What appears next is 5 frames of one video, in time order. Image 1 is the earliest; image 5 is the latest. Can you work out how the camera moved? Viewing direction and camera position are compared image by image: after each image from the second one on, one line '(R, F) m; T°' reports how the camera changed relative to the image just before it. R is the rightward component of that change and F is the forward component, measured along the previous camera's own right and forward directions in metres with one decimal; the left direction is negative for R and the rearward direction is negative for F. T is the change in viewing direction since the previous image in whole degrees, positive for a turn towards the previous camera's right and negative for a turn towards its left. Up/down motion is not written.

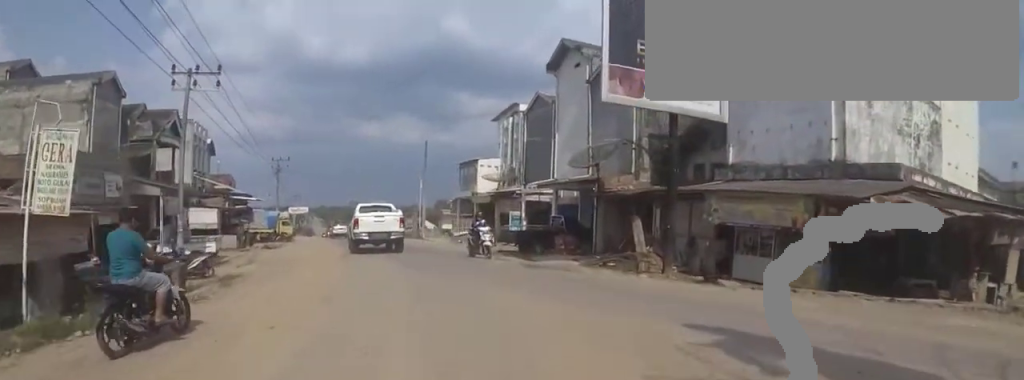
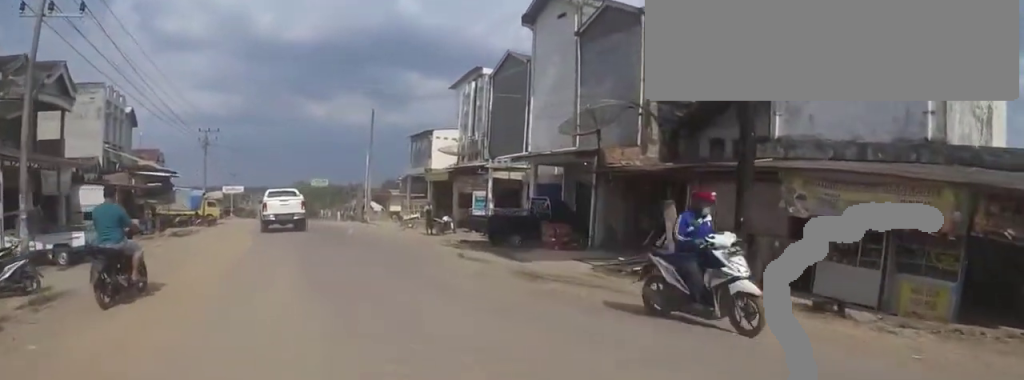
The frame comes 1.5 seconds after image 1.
(0.0, +7.7) m; 0°
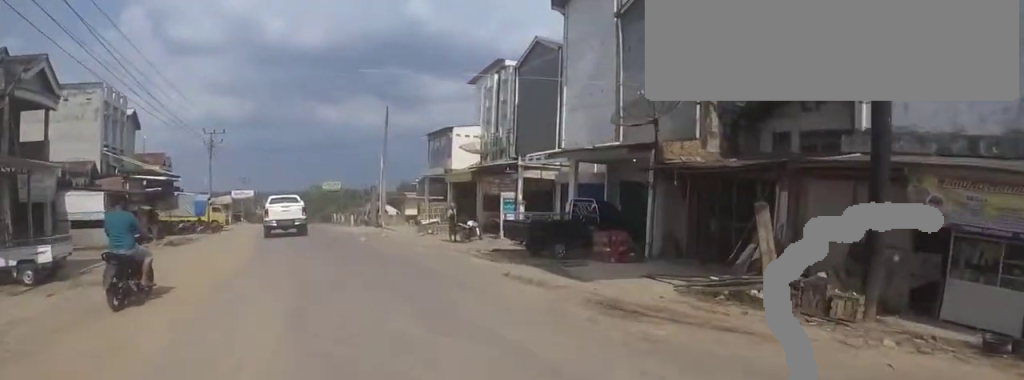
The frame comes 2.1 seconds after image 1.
(0.0, +3.3) m; -2°
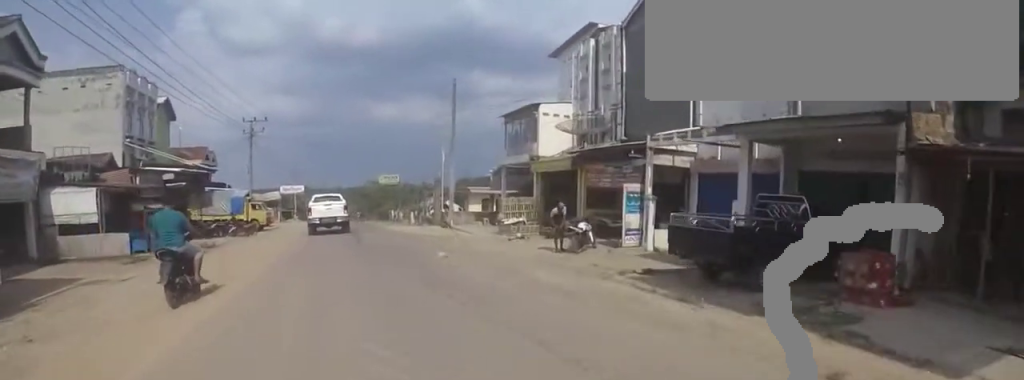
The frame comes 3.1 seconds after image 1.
(-0.2, +4.8) m; -9°
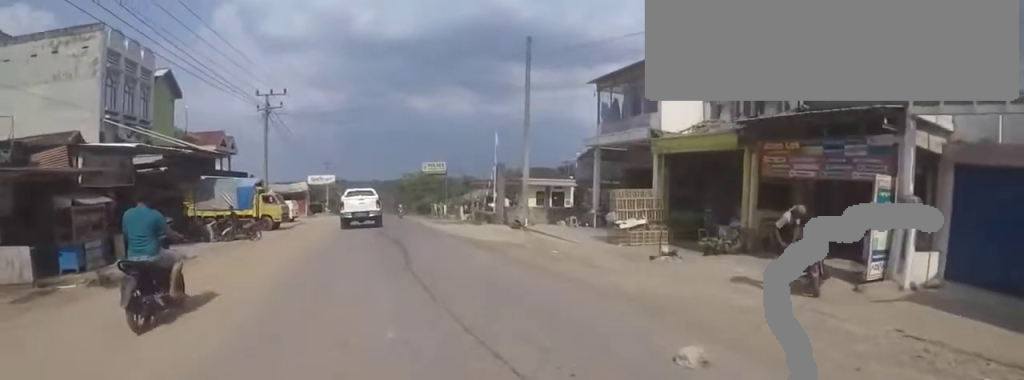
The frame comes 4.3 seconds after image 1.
(-0.5, +5.4) m; -7°
